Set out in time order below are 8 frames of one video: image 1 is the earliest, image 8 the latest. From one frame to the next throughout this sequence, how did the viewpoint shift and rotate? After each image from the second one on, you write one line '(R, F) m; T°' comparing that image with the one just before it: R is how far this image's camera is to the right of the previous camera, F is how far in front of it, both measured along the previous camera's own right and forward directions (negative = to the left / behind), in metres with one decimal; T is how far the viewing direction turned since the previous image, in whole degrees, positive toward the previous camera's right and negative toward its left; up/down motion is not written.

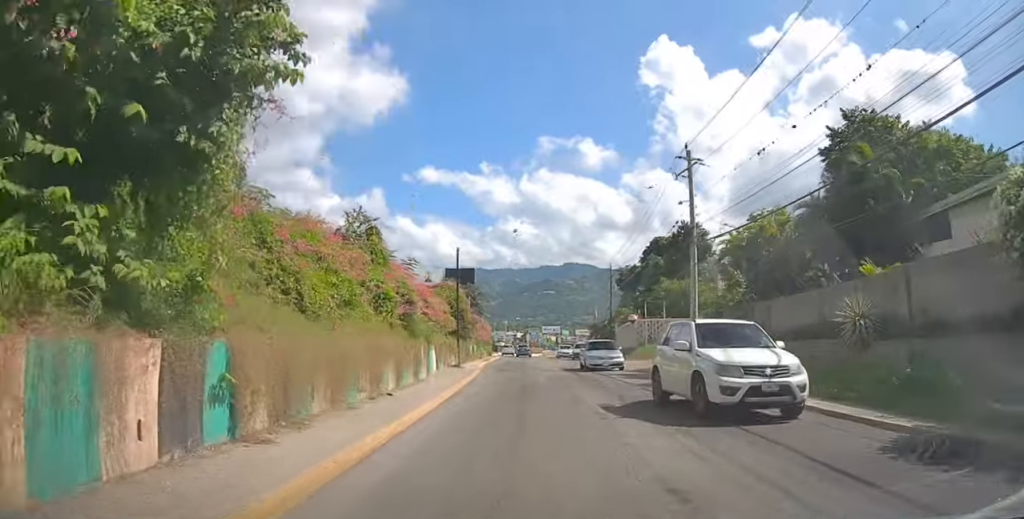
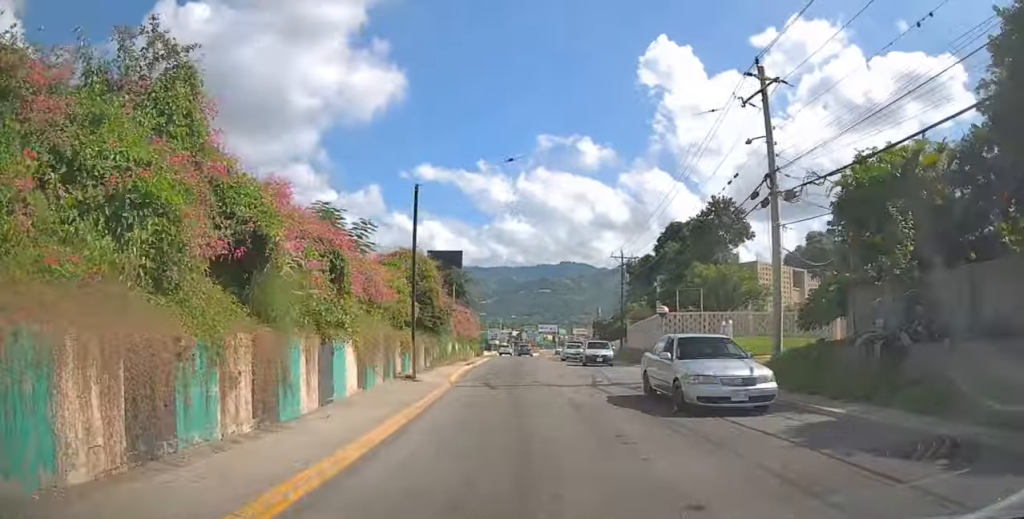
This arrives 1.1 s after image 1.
(+0.3, +9.9) m; +3°
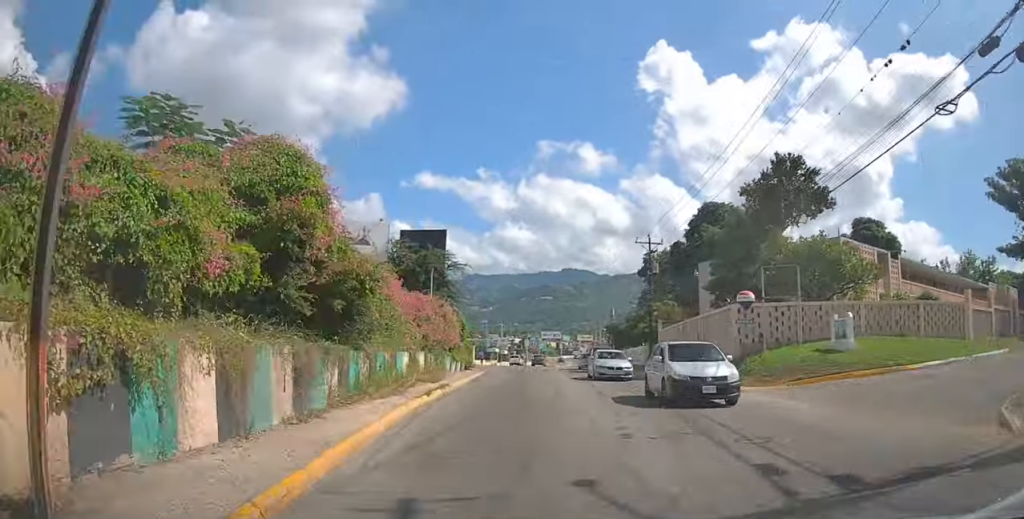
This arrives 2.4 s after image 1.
(0.0, +12.1) m; -1°
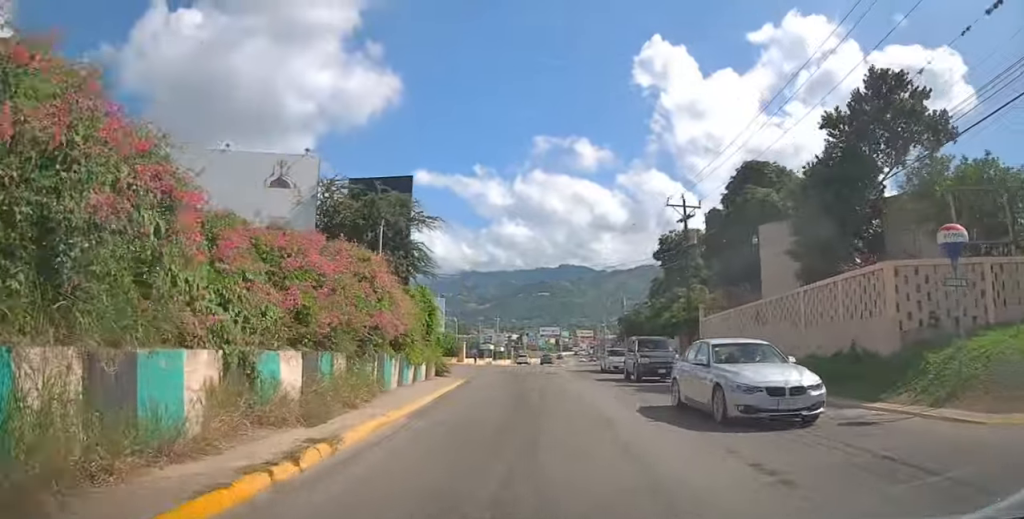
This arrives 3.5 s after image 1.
(-0.2, +11.3) m; -1°
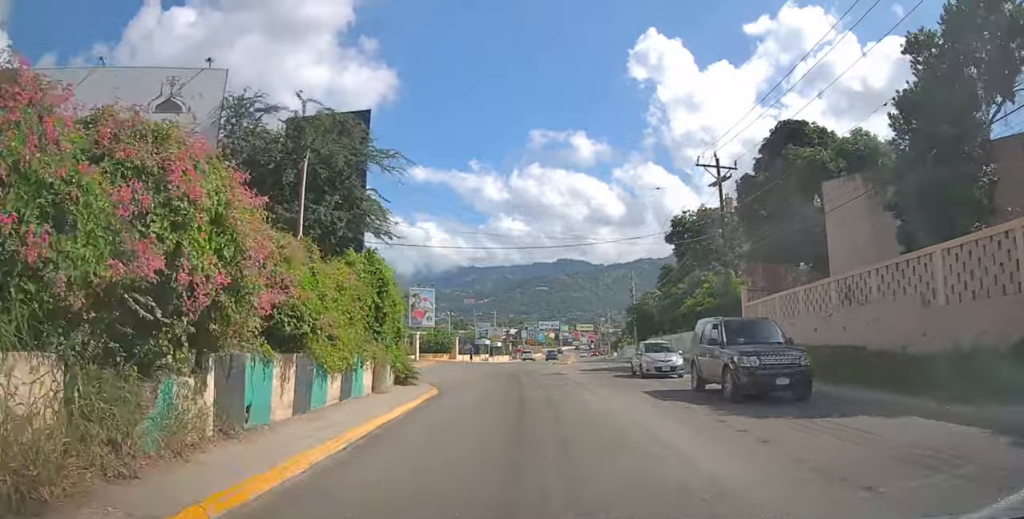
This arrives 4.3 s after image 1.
(0.0, +7.2) m; 0°
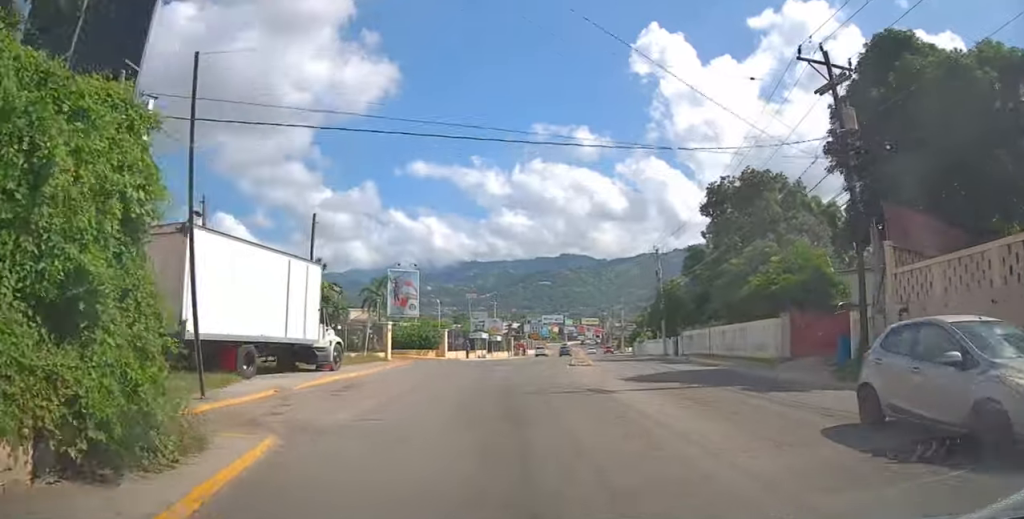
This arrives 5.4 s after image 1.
(0.0, +11.9) m; 0°
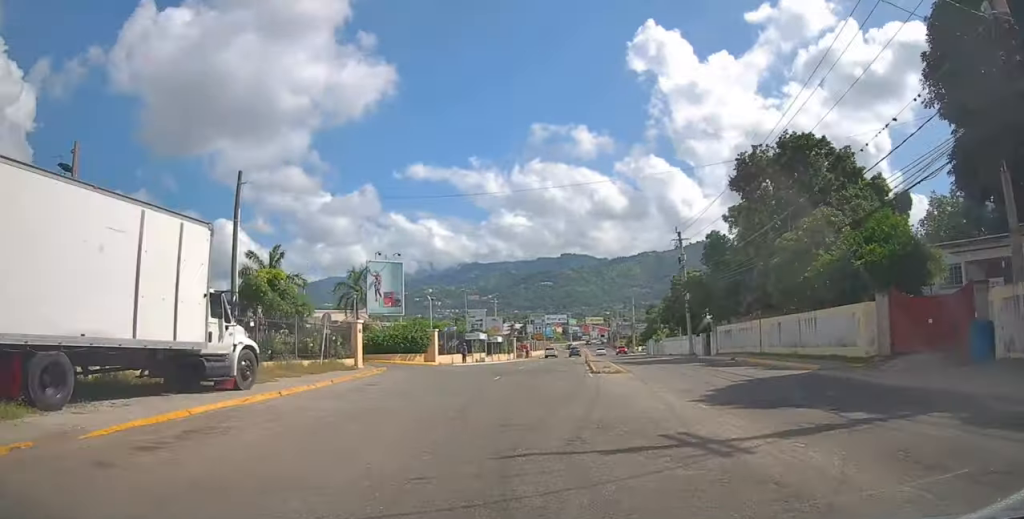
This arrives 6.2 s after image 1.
(+0.2, +7.7) m; -1°
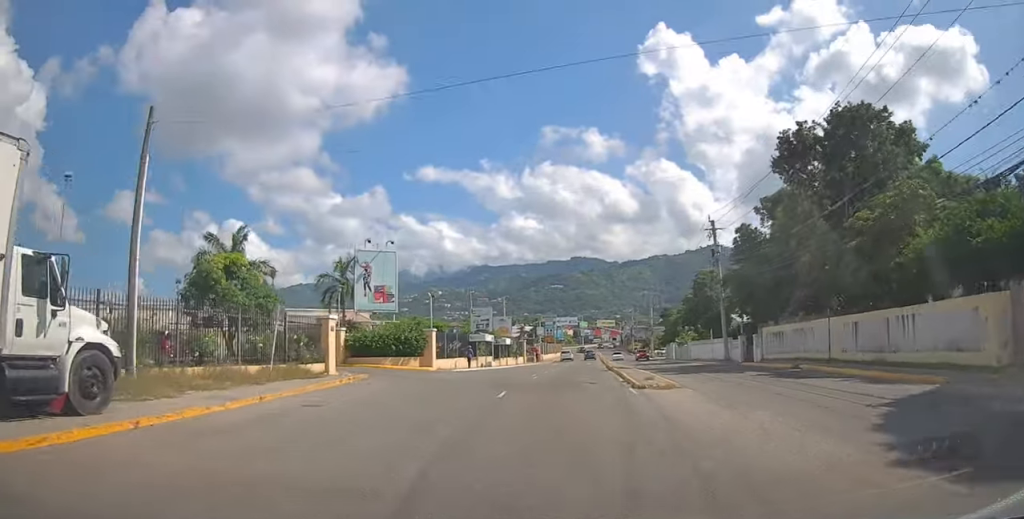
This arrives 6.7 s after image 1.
(-0.3, +6.2) m; -1°
